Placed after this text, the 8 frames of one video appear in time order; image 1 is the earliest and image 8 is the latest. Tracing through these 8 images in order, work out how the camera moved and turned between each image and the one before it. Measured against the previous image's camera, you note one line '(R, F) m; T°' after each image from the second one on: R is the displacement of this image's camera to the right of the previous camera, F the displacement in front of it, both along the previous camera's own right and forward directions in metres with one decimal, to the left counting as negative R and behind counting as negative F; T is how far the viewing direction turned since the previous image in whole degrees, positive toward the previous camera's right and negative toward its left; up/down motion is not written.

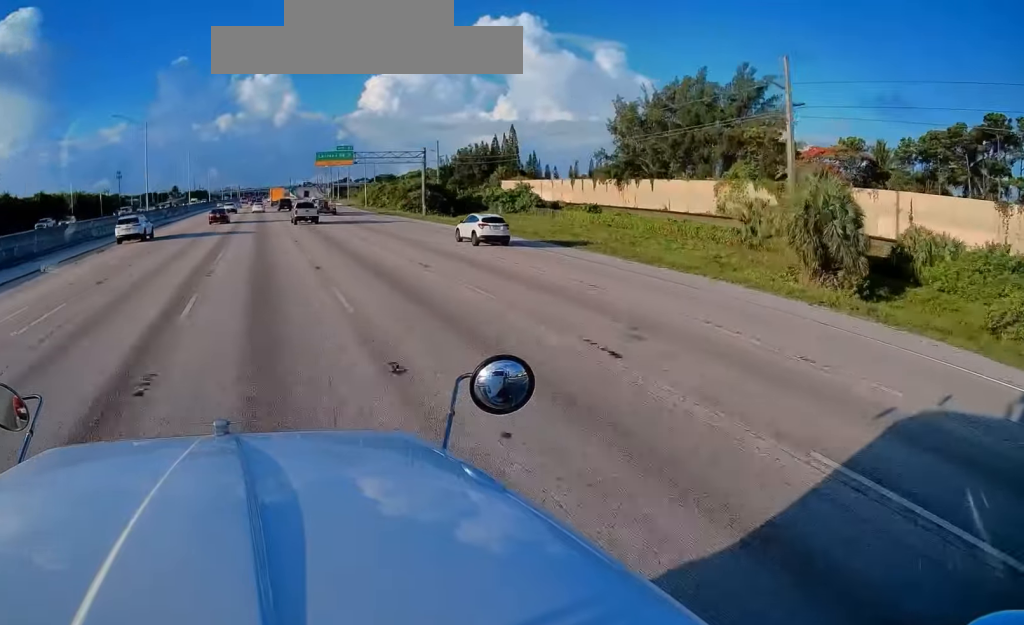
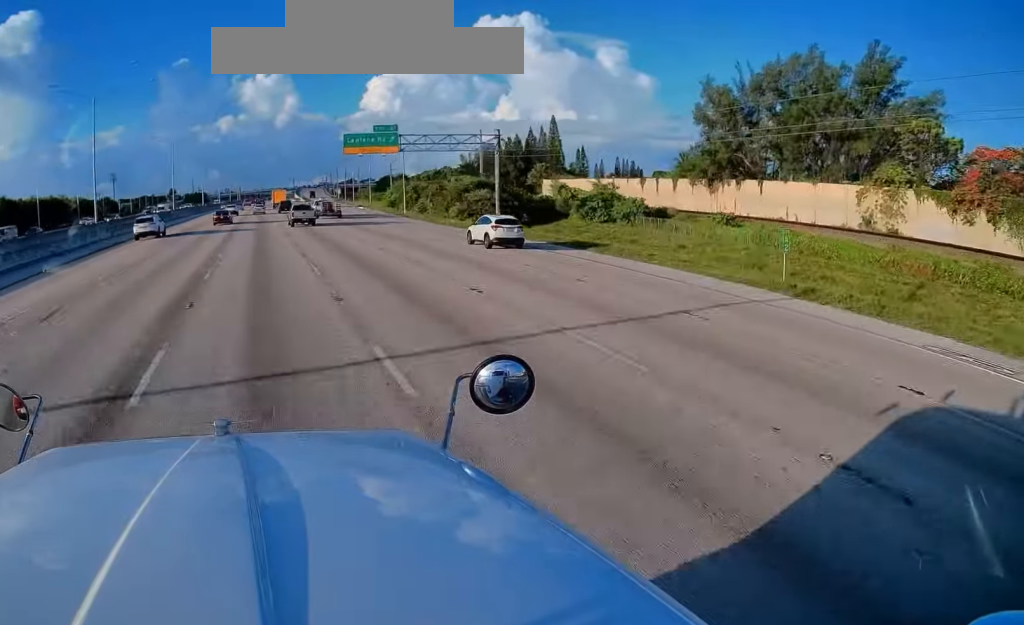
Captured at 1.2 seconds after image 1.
(+0.3, +29.9) m; +1°
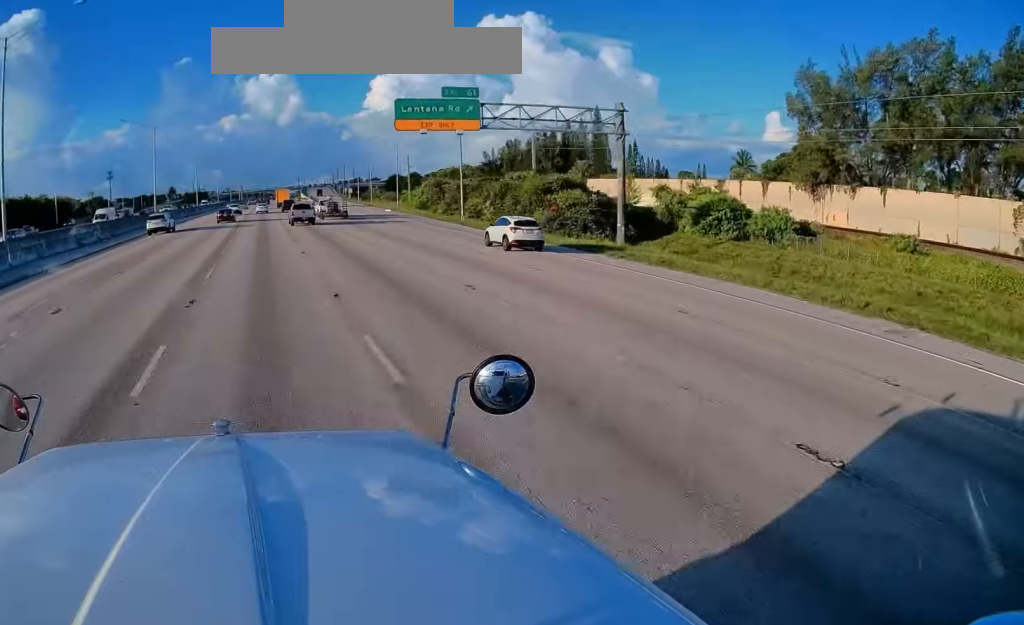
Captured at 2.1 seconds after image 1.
(-0.1, +23.8) m; -1°
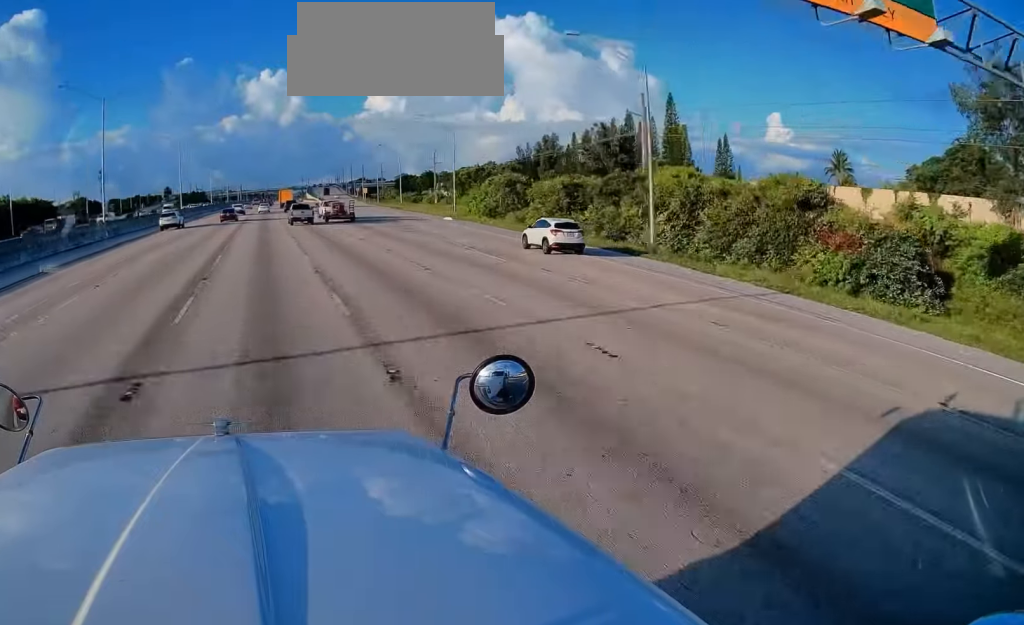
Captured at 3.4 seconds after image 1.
(-0.5, +31.7) m; -1°
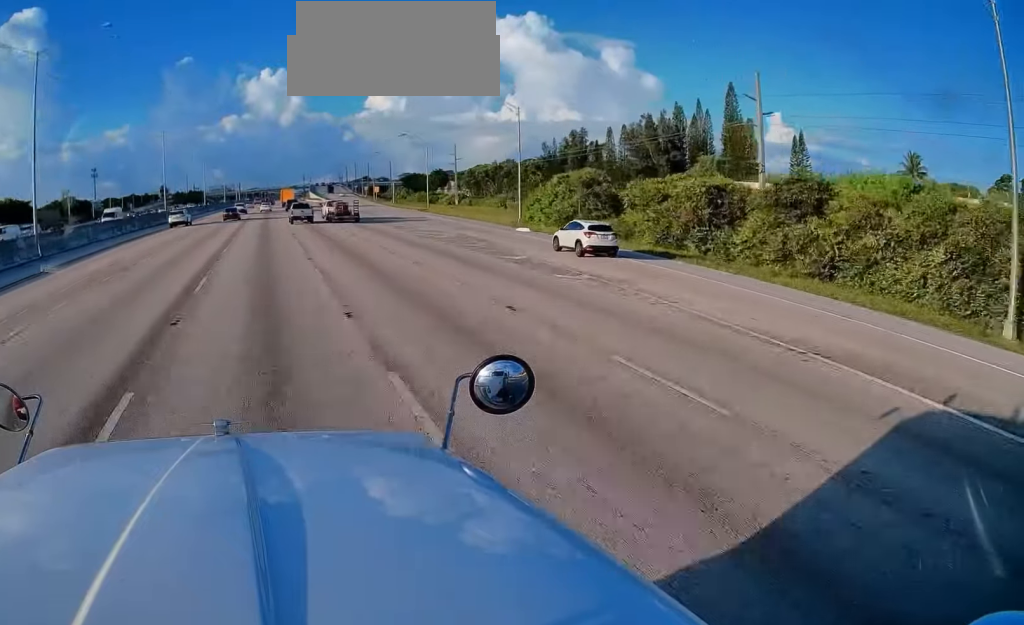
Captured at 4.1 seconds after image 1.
(+0.2, +19.1) m; +1°
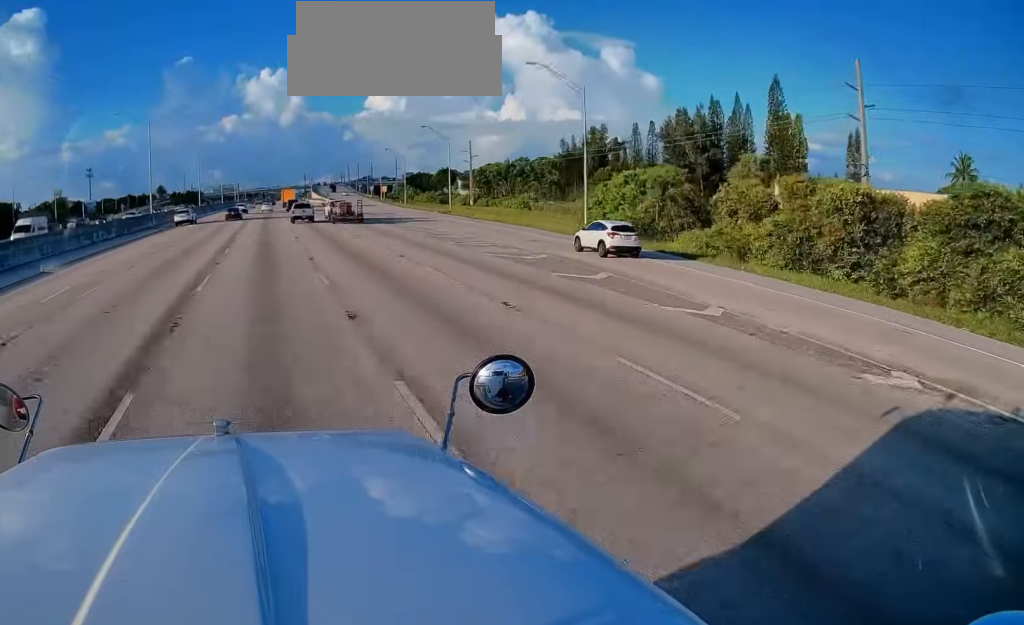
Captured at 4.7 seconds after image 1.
(+0.1, +13.3) m; 0°
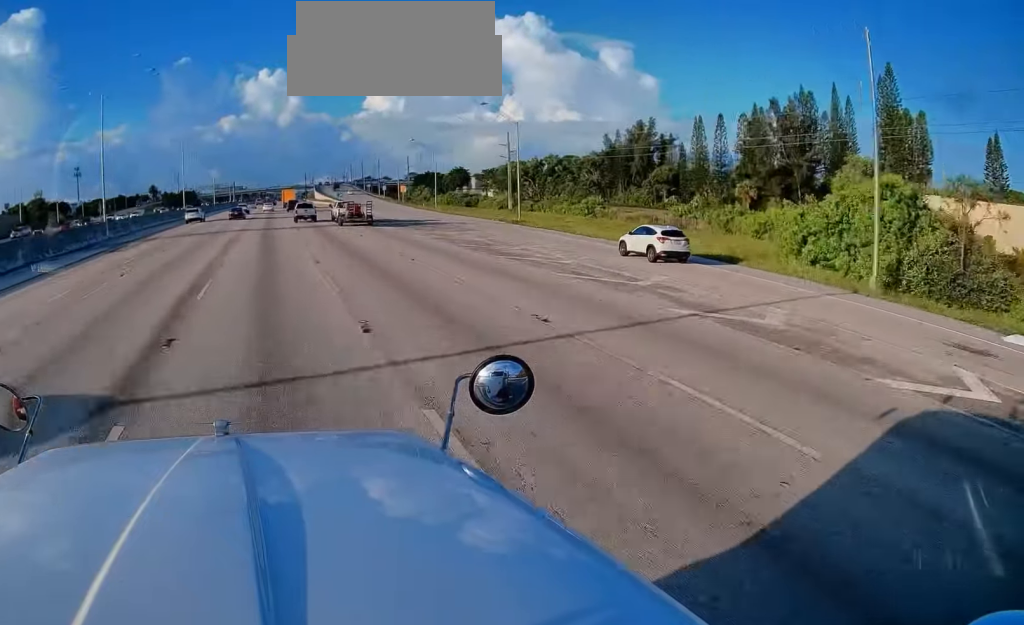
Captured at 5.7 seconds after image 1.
(+0.1, +24.9) m; -1°
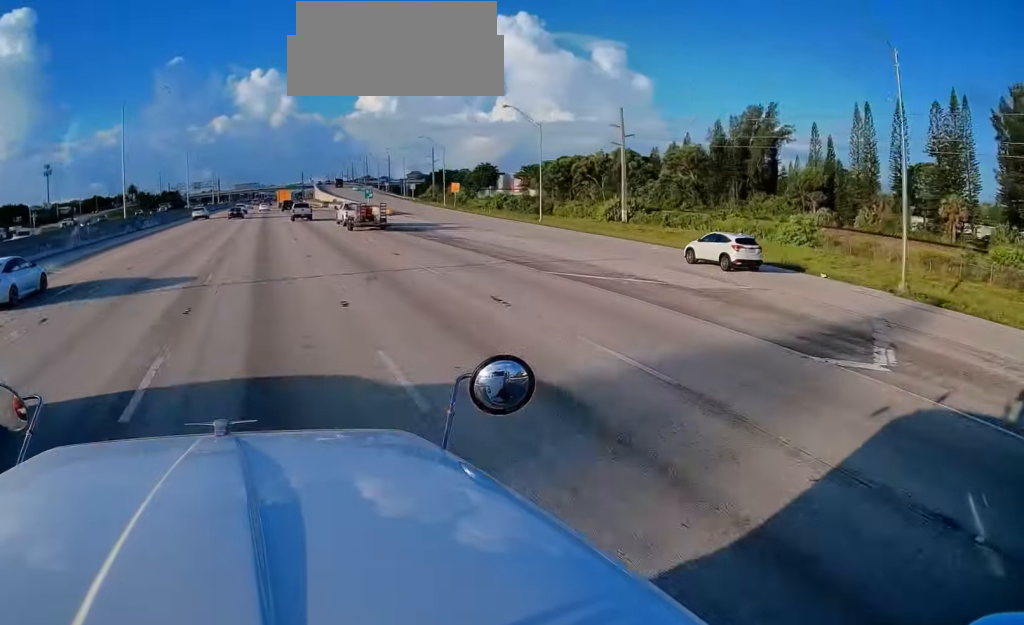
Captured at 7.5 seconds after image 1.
(+0.2, +46.0) m; +1°
